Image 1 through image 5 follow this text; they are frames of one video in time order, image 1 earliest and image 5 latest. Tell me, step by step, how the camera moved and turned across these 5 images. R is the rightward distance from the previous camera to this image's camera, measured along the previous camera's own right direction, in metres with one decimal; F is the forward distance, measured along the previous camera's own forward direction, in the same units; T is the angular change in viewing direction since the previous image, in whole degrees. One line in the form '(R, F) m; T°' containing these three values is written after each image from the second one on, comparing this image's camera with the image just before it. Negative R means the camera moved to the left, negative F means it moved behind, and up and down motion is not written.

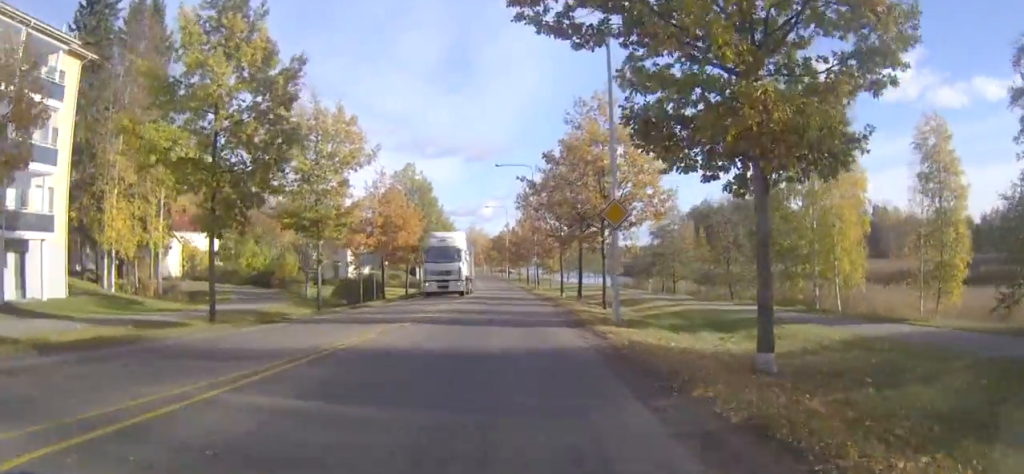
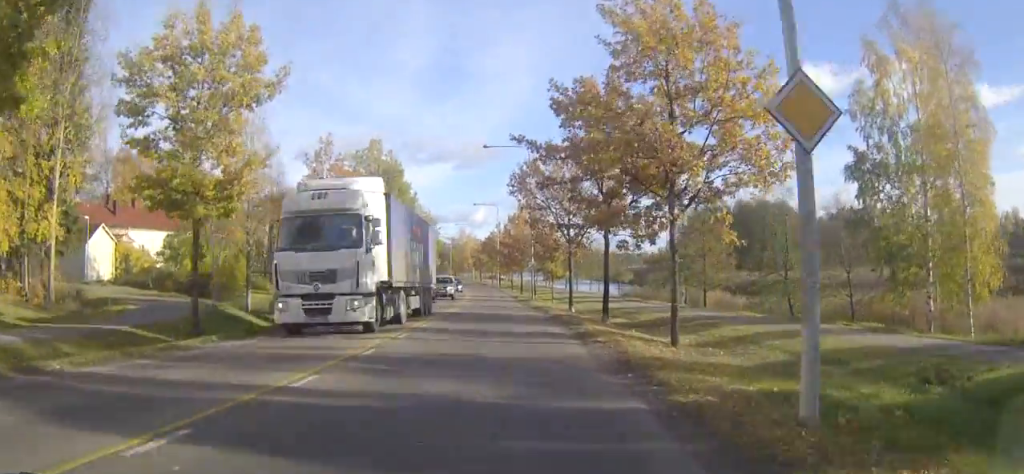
(+0.2, +13.4) m; +1°
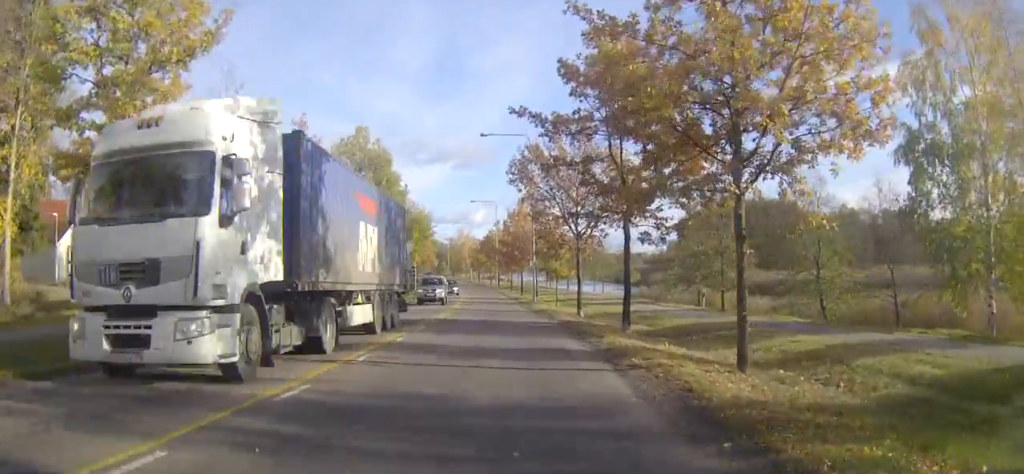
(0.0, +4.7) m; 0°
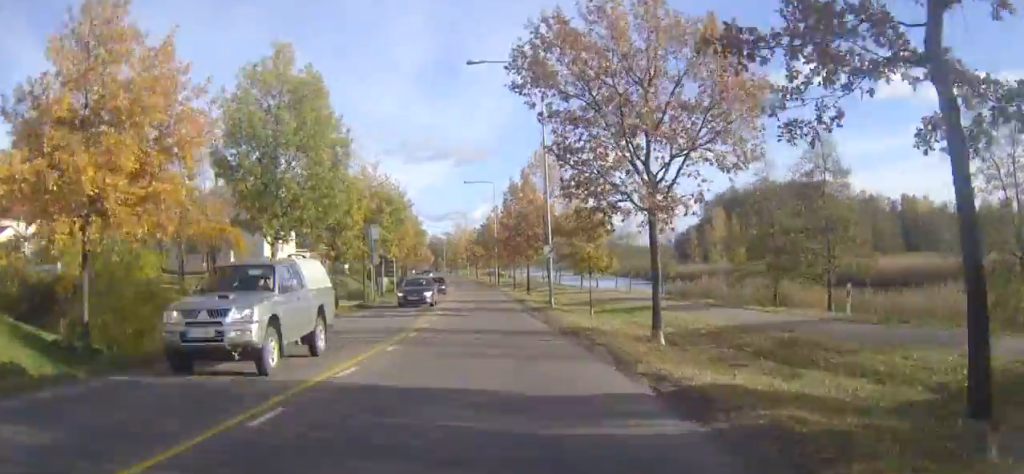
(-0.1, +17.0) m; 0°
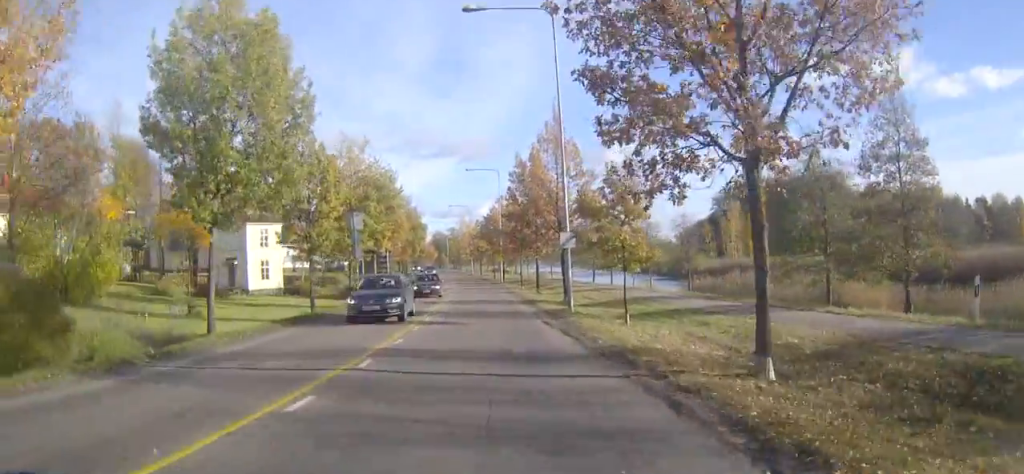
(0.0, +6.8) m; 0°
